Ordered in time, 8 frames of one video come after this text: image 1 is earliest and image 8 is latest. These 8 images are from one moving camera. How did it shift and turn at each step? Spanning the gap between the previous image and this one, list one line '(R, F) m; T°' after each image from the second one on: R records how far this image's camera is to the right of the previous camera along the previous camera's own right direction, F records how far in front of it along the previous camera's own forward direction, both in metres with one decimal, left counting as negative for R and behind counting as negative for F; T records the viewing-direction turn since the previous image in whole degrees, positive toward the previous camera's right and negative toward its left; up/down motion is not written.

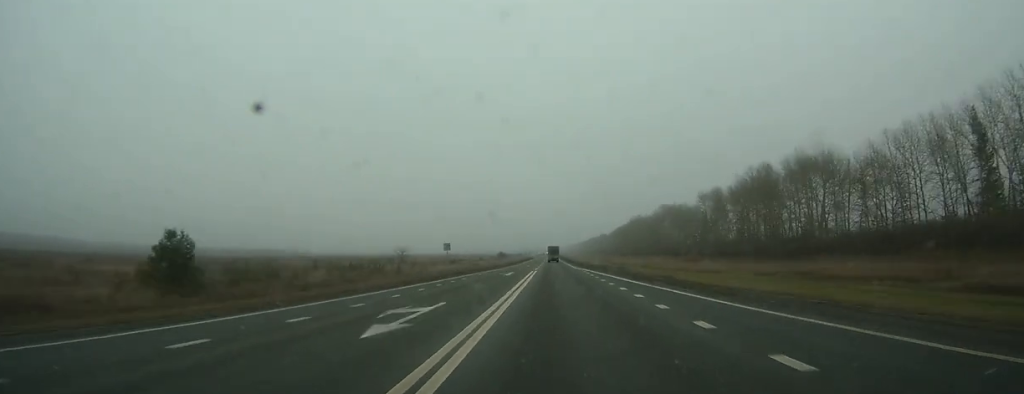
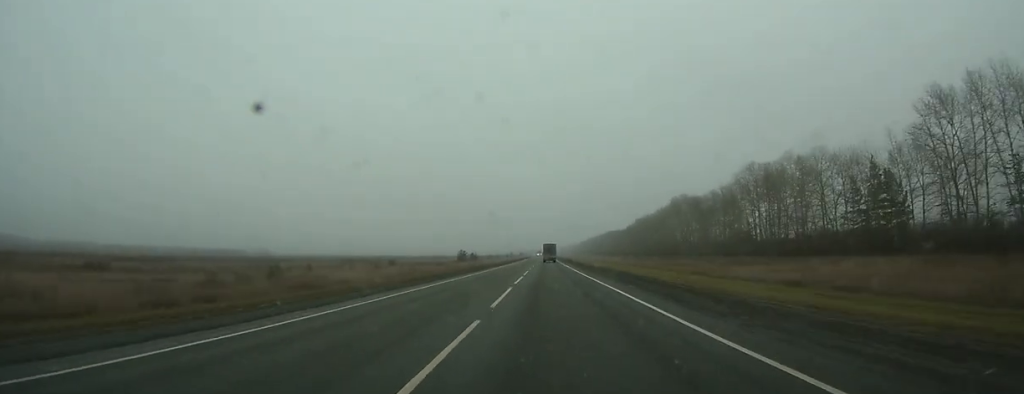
(+0.4, +109.9) m; 0°
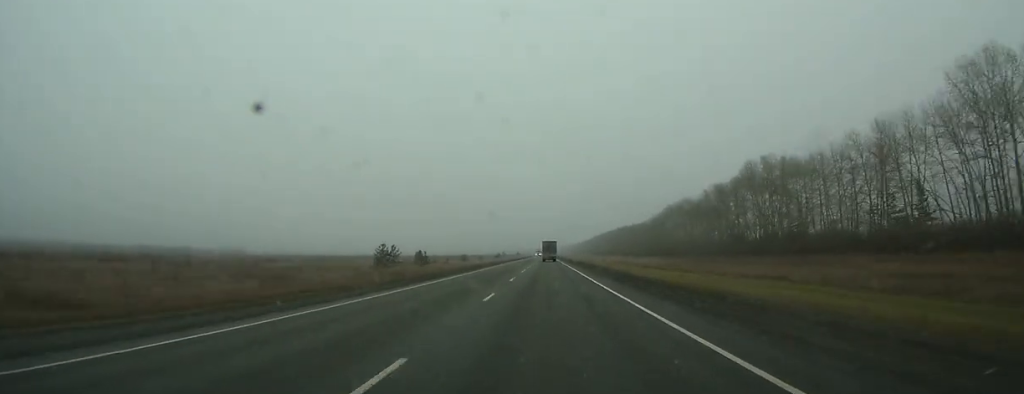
(+0.2, +76.8) m; 0°
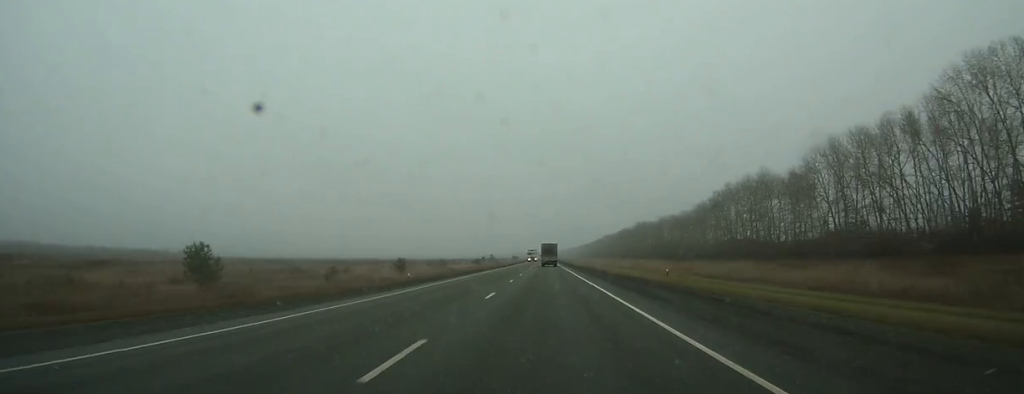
(+0.1, +70.5) m; 0°
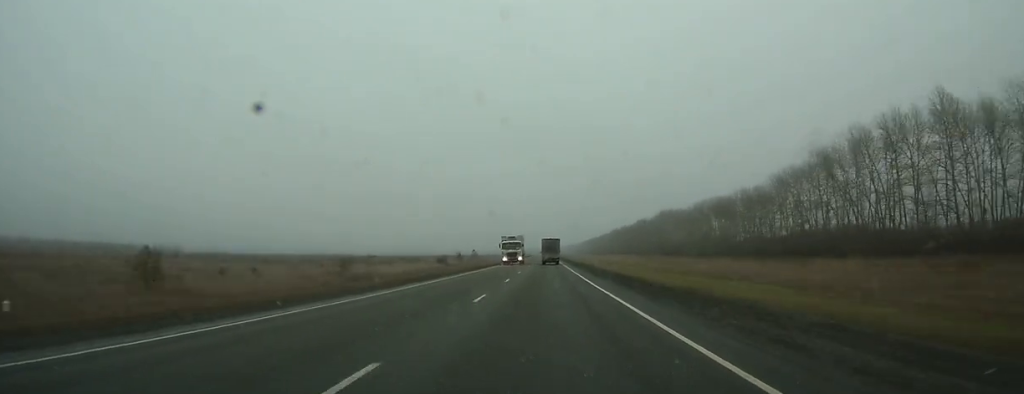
(-0.1, +62.3) m; 0°
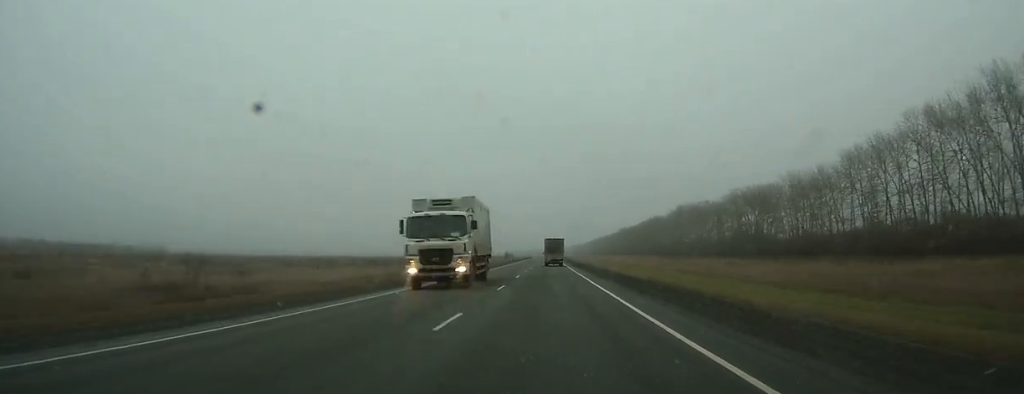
(-0.2, +30.0) m; 0°
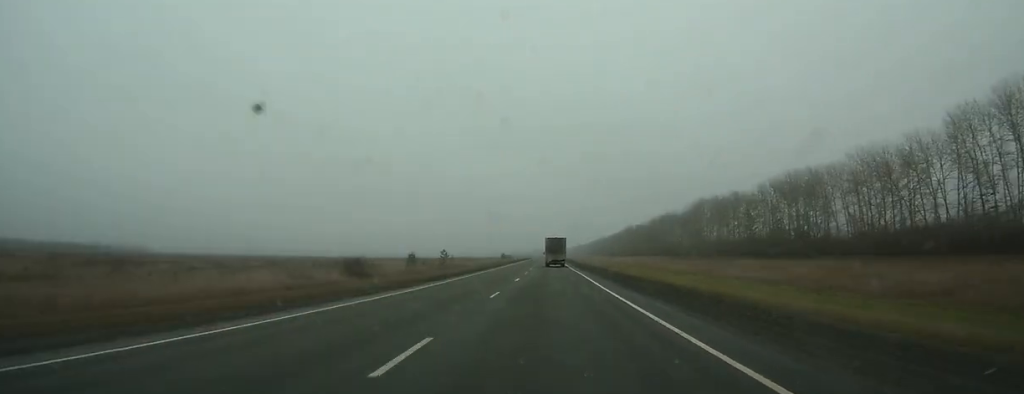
(-0.1, +28.0) m; 0°
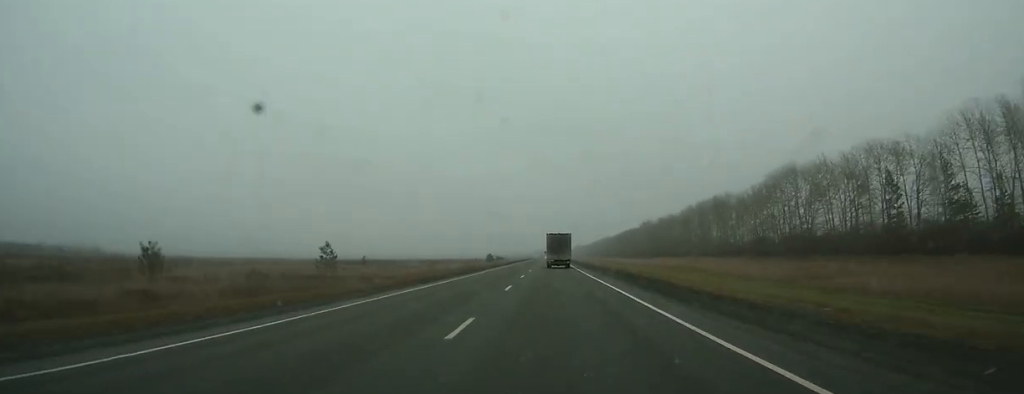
(+0.1, +69.3) m; 0°
